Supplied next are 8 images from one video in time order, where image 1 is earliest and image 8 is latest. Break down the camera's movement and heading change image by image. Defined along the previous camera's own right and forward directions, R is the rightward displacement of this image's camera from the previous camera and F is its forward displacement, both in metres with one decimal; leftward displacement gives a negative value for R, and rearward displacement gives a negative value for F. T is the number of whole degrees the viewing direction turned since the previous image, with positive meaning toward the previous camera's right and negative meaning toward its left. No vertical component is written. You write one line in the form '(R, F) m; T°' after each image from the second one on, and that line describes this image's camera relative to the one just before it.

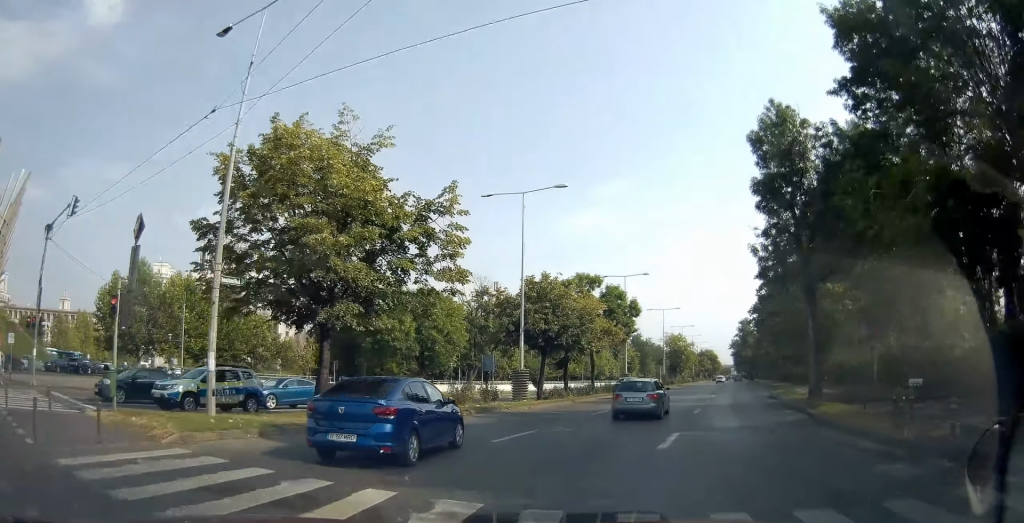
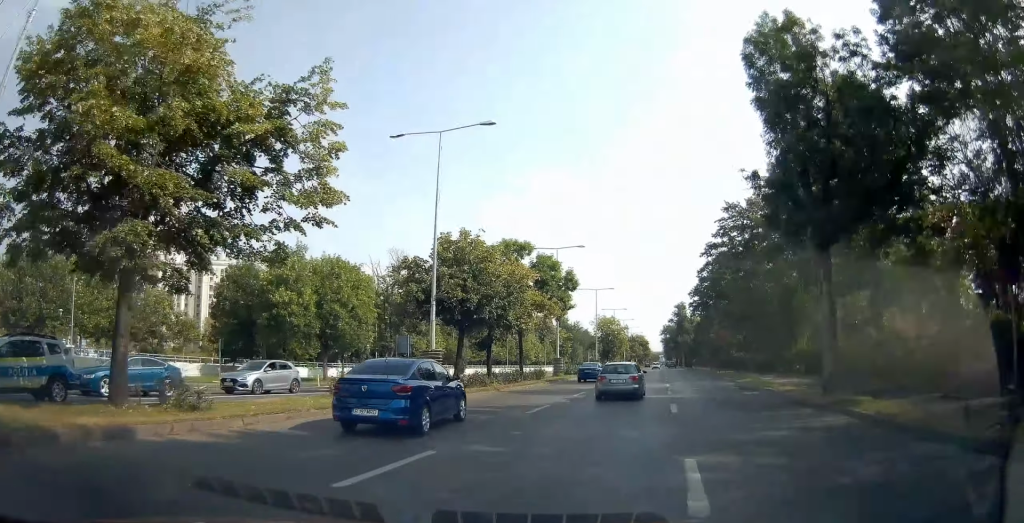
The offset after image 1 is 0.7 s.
(+0.3, +6.7) m; +10°
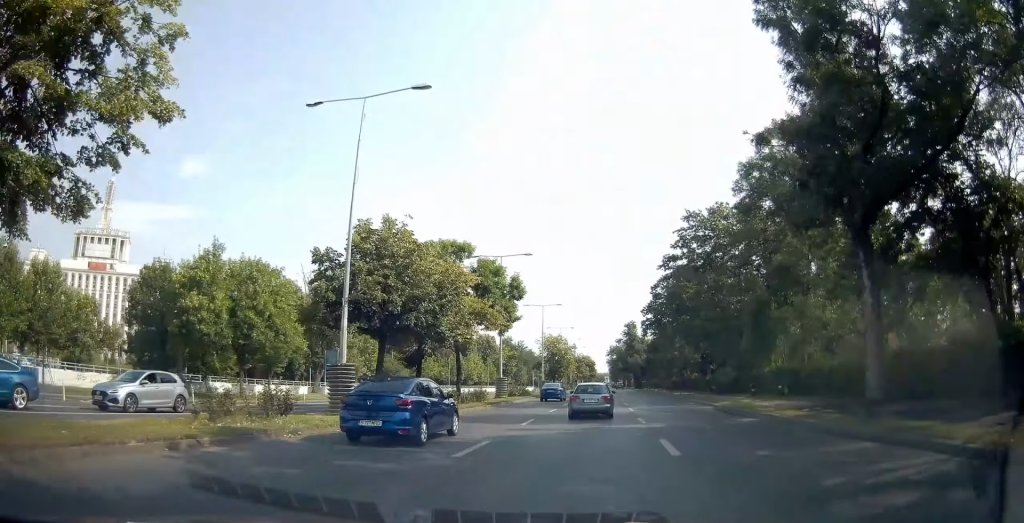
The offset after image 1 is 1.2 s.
(-0.1, +4.9) m; +11°
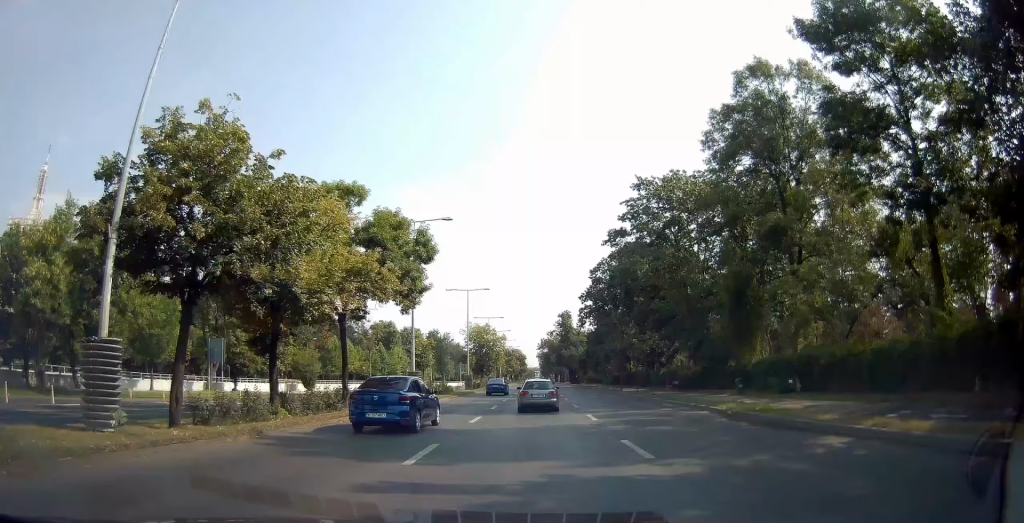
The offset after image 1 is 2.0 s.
(+2.1, +9.5) m; +7°
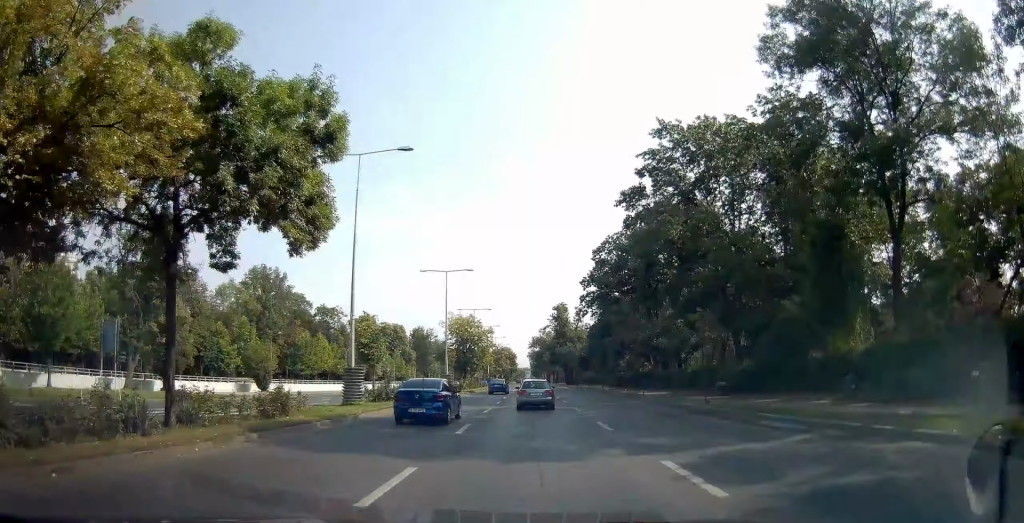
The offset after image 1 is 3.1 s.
(-0.6, +12.4) m; -4°
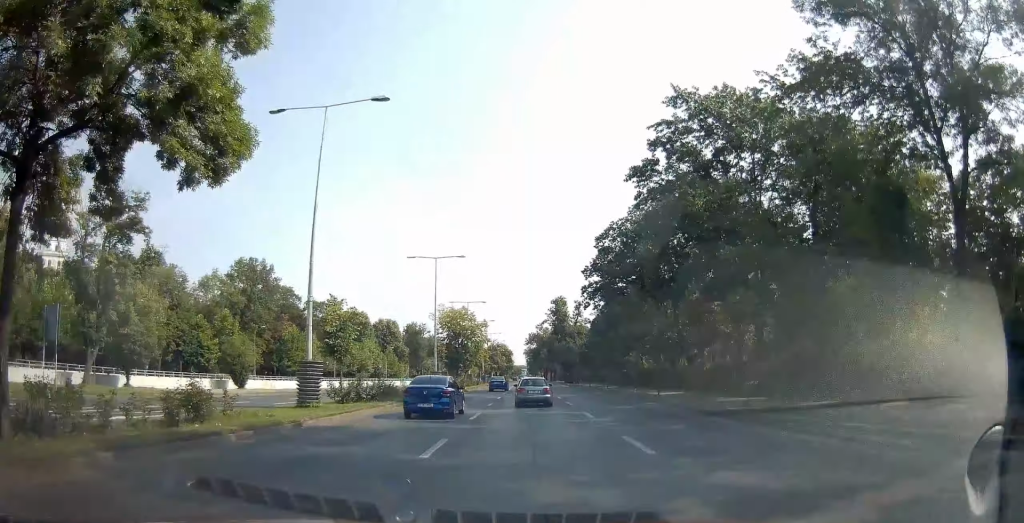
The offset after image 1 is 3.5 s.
(-0.4, +5.4) m; -2°
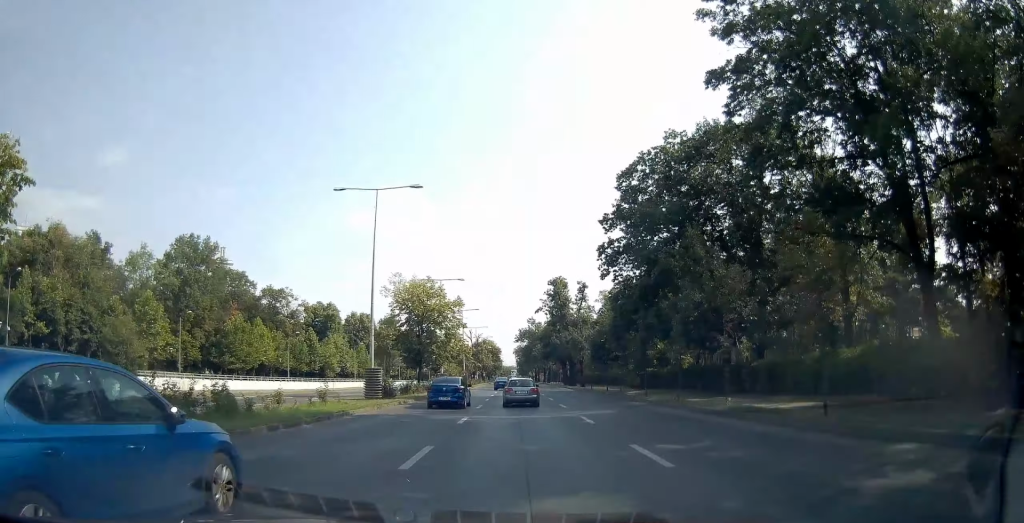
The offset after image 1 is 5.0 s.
(+0.3, +20.0) m; +2°
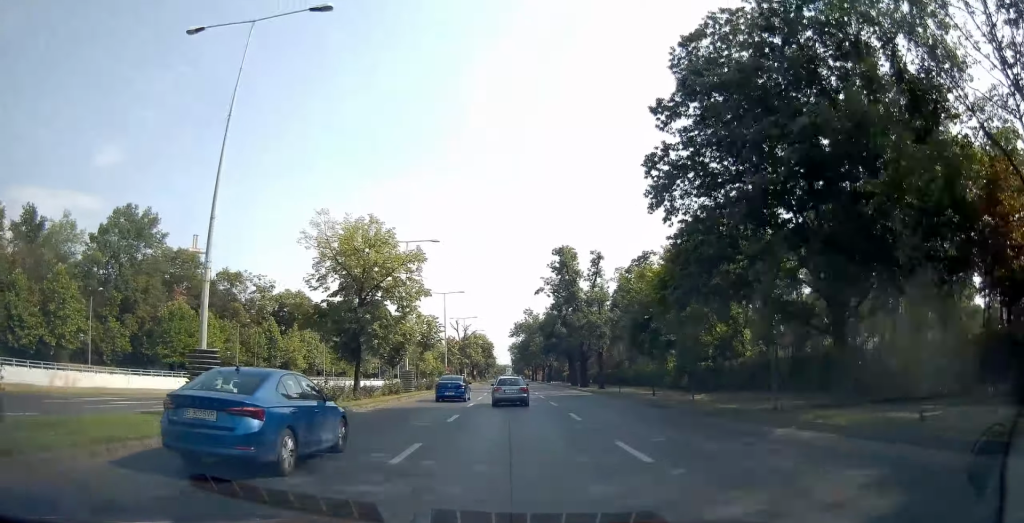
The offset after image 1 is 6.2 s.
(+1.0, +17.5) m; +2°
